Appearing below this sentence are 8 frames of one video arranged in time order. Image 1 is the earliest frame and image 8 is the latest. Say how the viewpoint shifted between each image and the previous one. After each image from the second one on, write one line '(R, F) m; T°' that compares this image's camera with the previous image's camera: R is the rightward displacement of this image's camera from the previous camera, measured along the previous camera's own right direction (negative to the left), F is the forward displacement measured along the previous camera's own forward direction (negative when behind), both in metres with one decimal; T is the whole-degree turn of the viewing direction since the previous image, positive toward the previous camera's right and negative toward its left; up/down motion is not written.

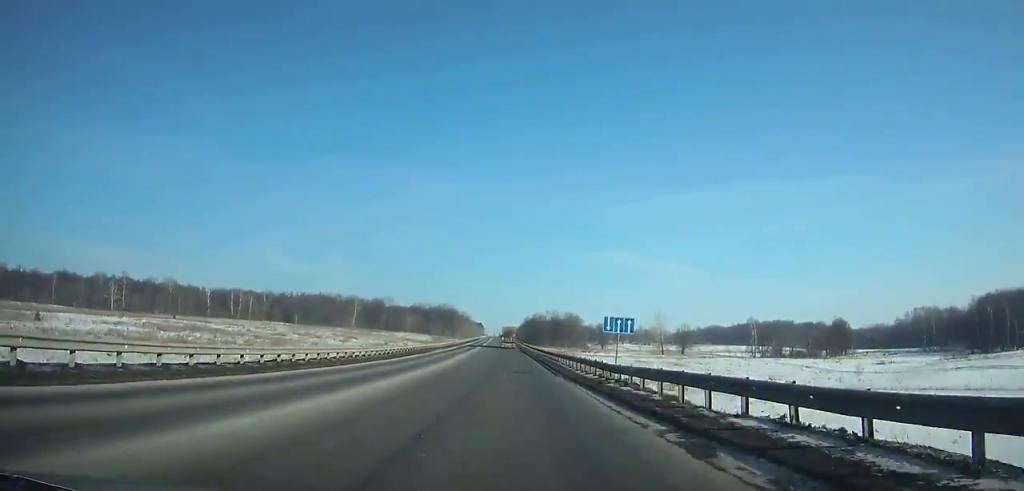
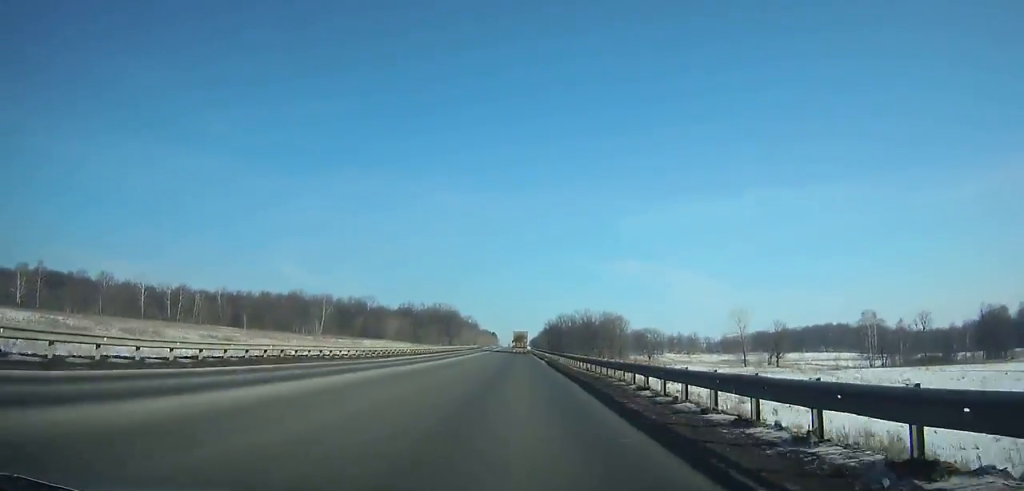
(-0.8, +87.3) m; -1°
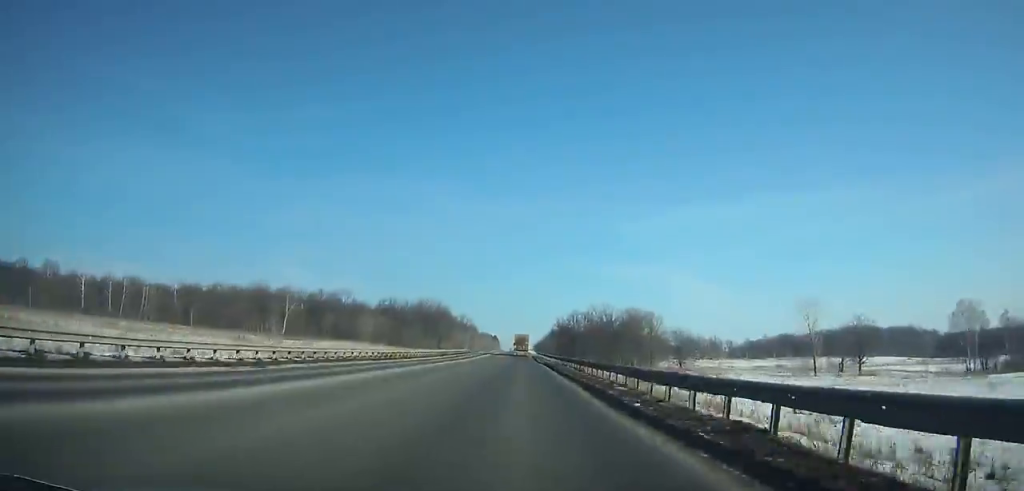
(0.0, +48.5) m; 0°
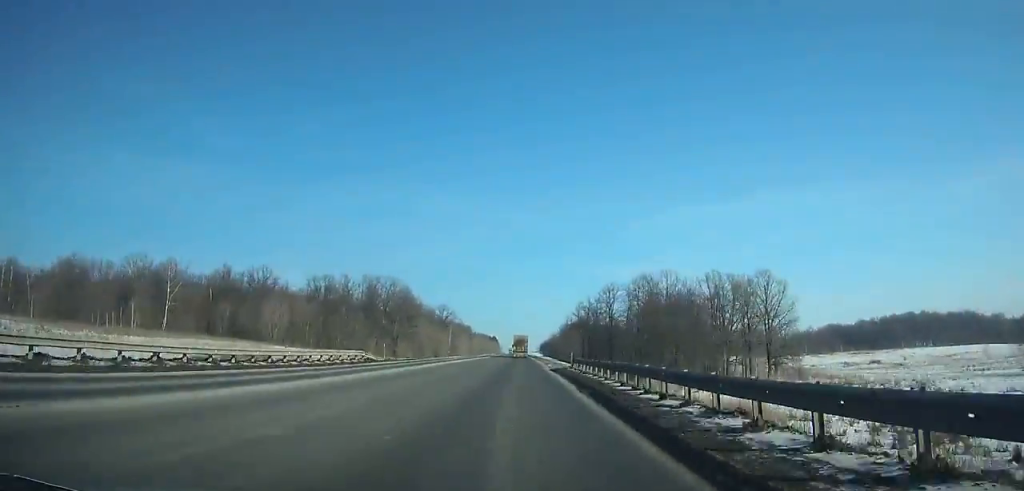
(-0.4, +84.3) m; -1°
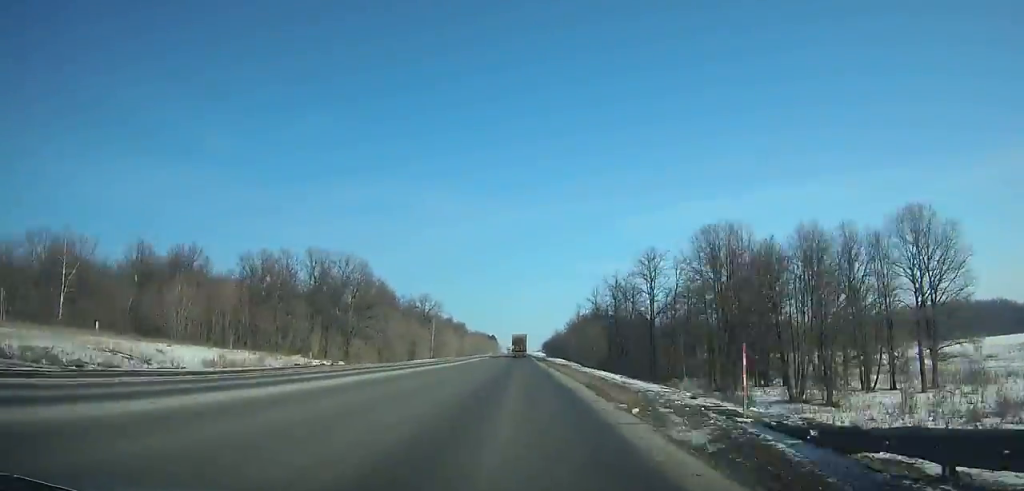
(-0.1, +40.4) m; 0°
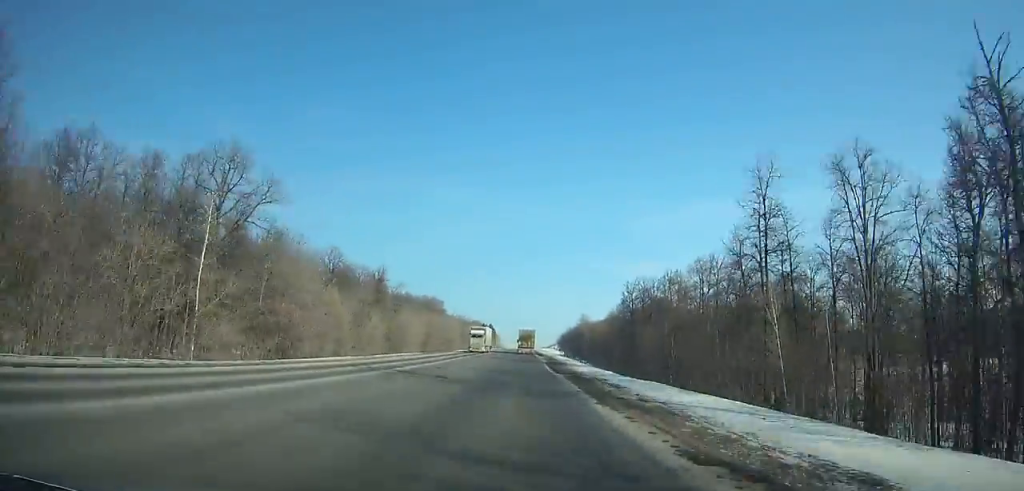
(-0.3, +123.2) m; 0°
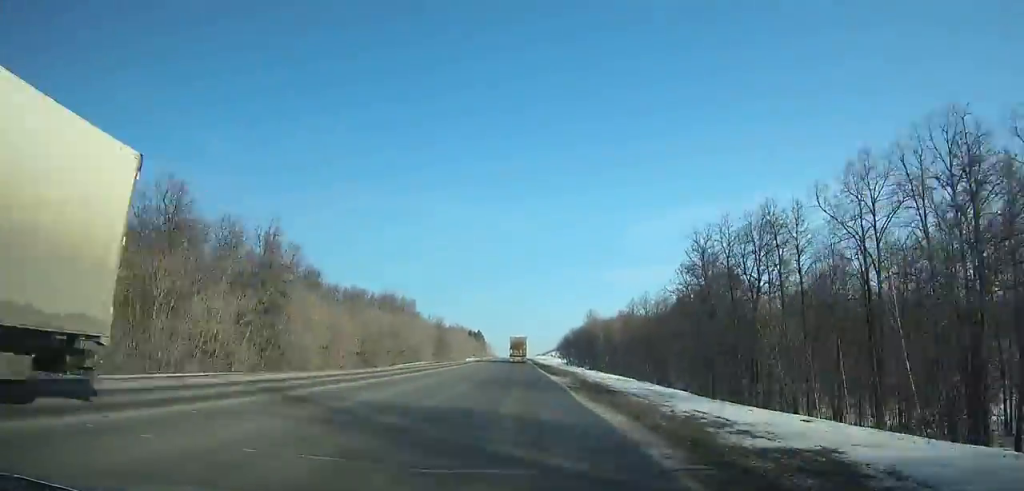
(+0.1, +46.0) m; 0°
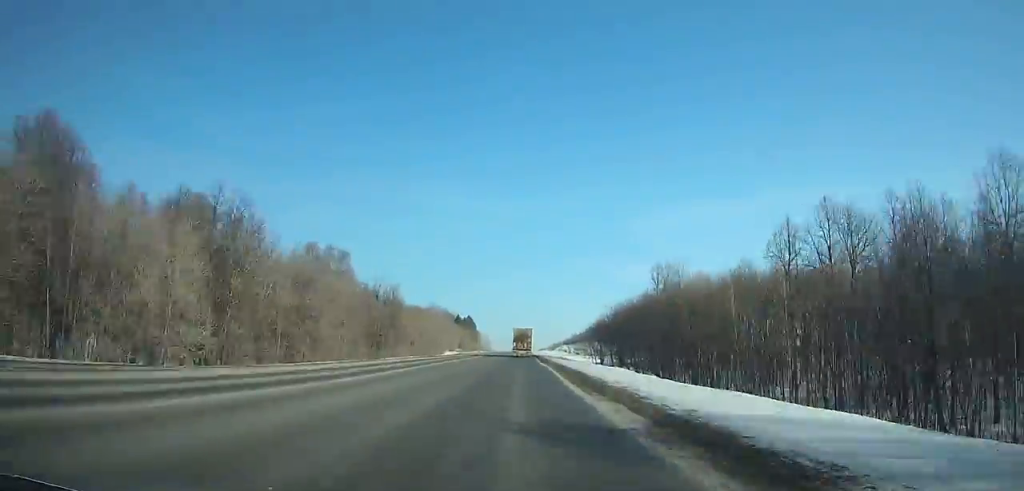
(+0.1, +80.9) m; 0°
